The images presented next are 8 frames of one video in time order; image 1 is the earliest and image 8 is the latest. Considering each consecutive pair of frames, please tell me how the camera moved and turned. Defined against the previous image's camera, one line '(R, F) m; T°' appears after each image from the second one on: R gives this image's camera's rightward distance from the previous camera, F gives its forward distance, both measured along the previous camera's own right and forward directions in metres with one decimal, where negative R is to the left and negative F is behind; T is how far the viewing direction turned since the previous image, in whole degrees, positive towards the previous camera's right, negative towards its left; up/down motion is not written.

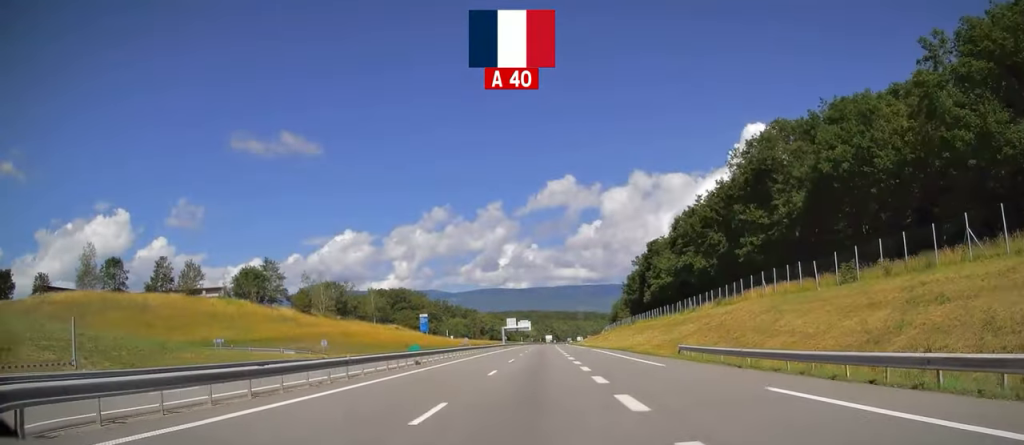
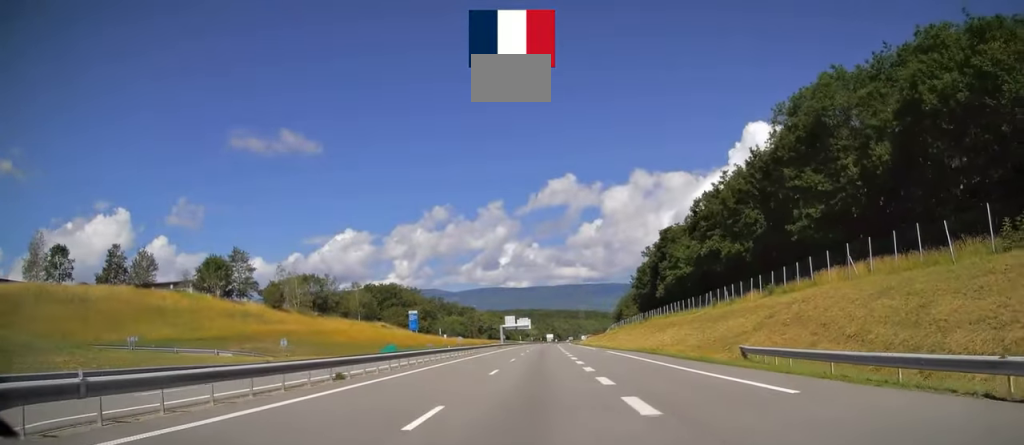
(+0.1, +14.0) m; 0°
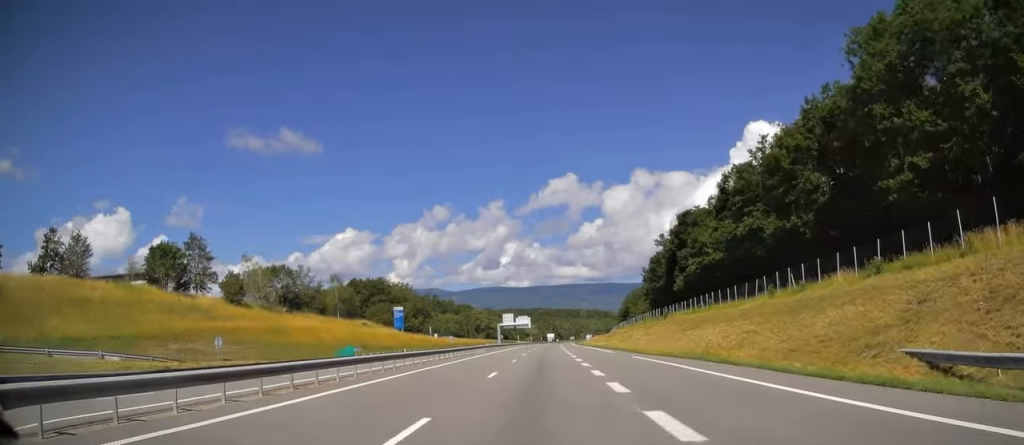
(+0.1, +15.6) m; 0°
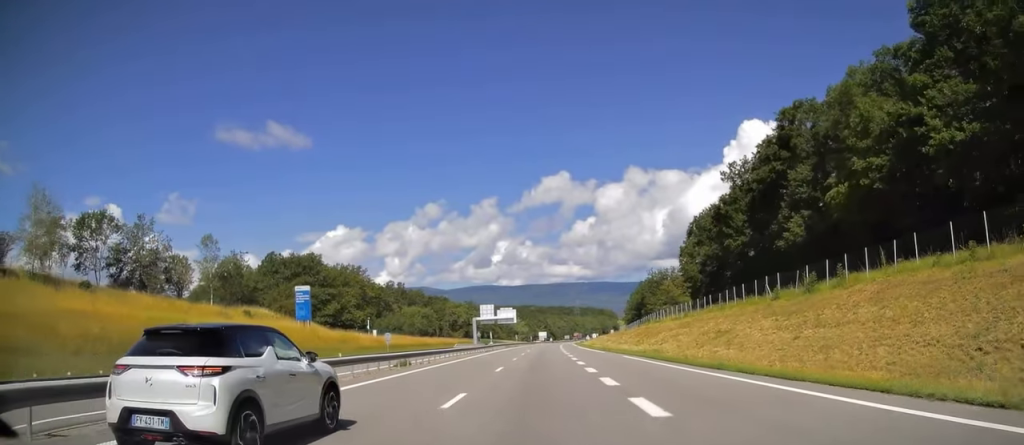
(+0.1, +50.1) m; +1°
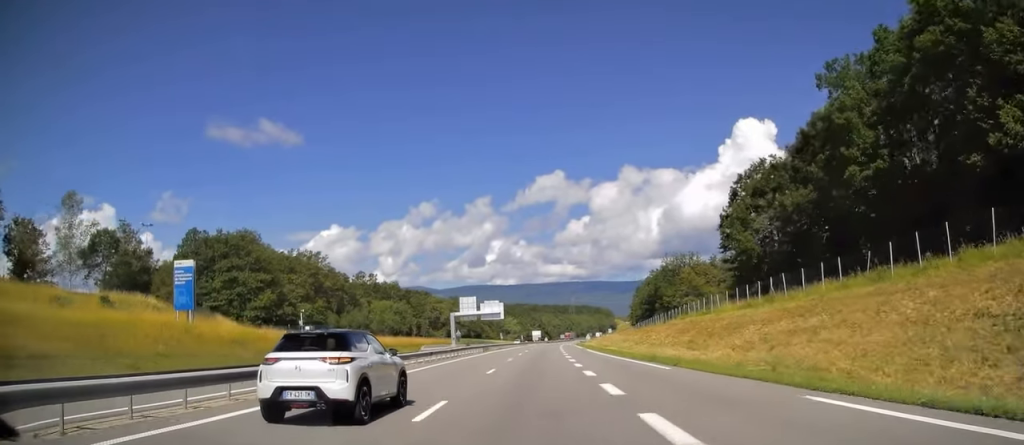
(+0.1, +28.5) m; +1°
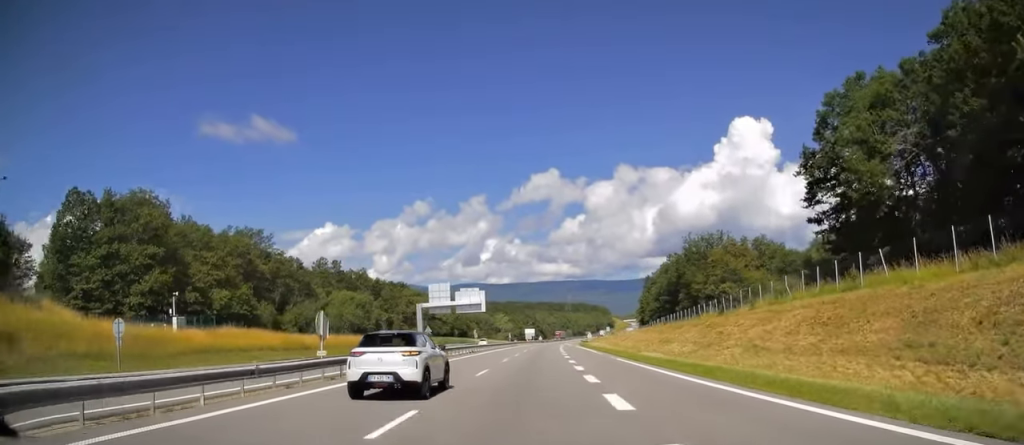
(+0.3, +29.1) m; +1°
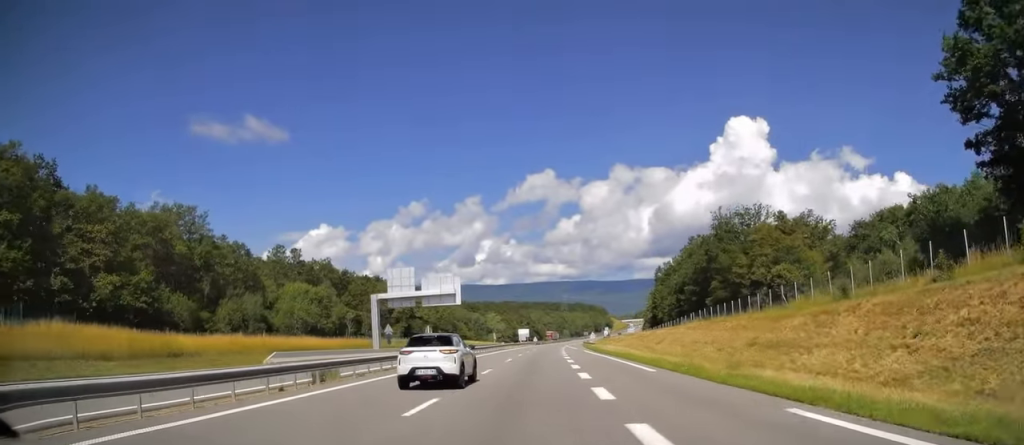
(0.0, +24.3) m; 0°
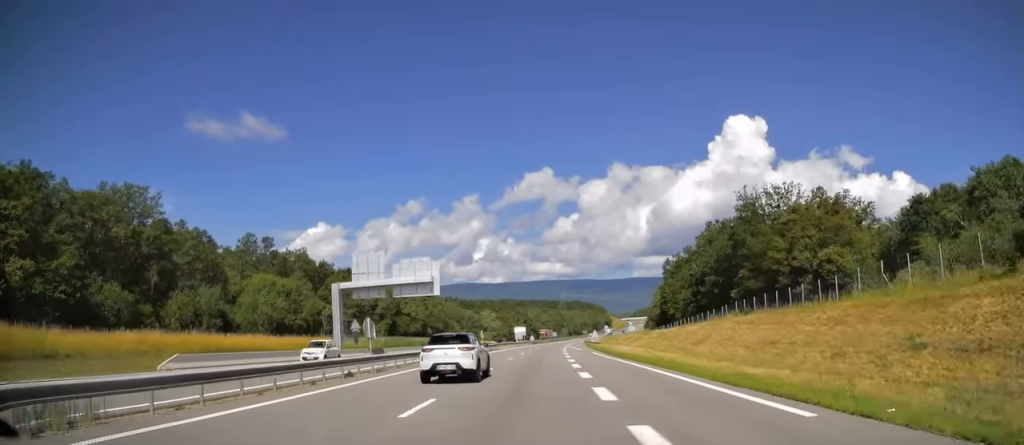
(0.0, +13.5) m; 0°
